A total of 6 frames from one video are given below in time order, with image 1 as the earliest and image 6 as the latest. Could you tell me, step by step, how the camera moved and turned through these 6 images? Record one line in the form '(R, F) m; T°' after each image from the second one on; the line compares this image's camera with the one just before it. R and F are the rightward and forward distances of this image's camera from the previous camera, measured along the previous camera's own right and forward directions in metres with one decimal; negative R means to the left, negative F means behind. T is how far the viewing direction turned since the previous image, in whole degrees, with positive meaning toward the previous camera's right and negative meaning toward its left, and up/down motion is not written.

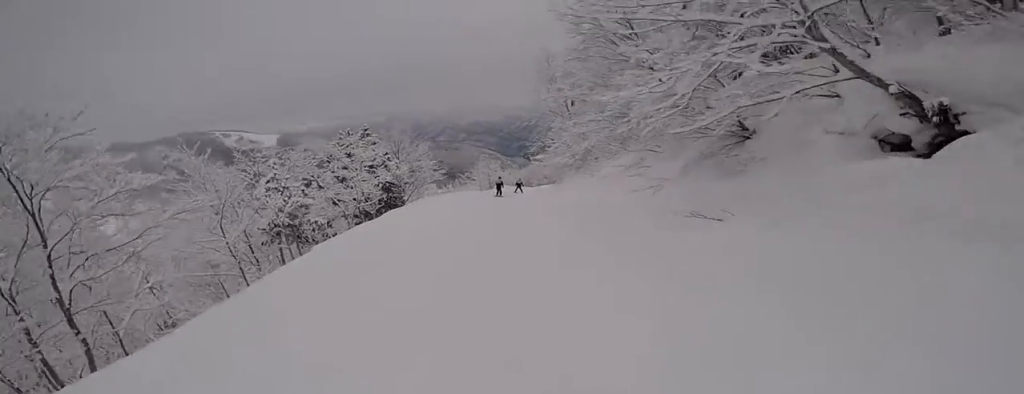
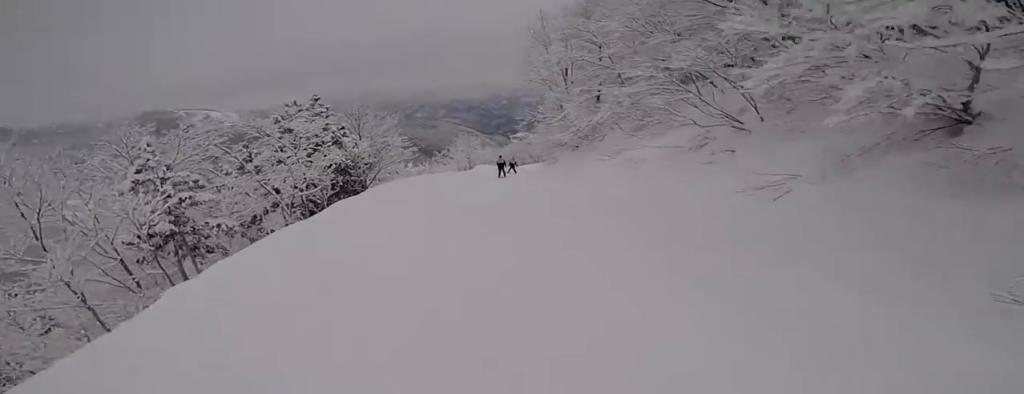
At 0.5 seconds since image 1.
(-0.4, +4.9) m; +5°
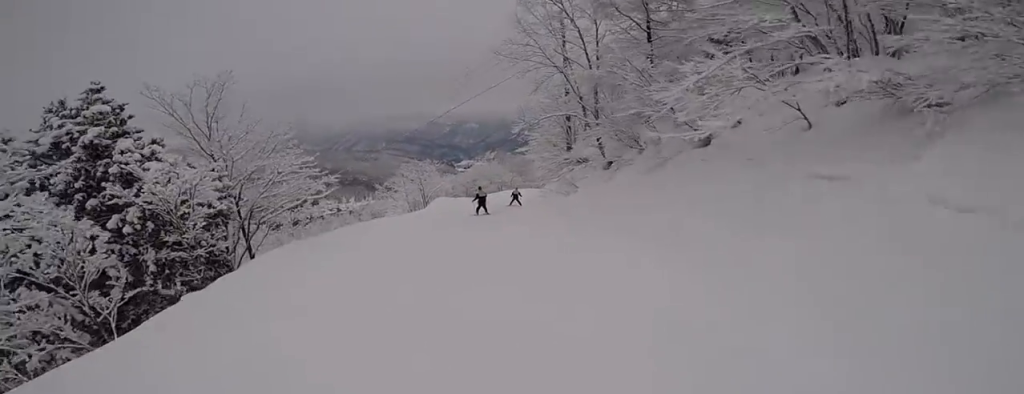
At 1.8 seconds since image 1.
(+1.9, +11.7) m; +11°
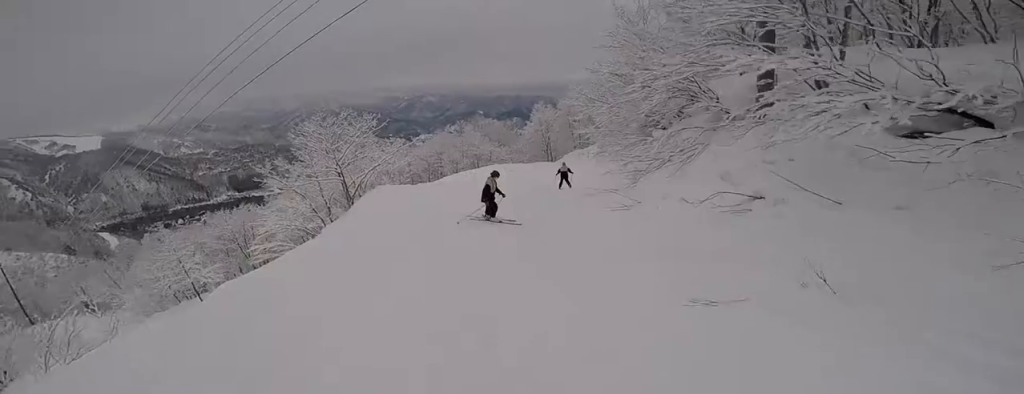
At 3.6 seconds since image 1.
(+0.3, +15.7) m; +9°
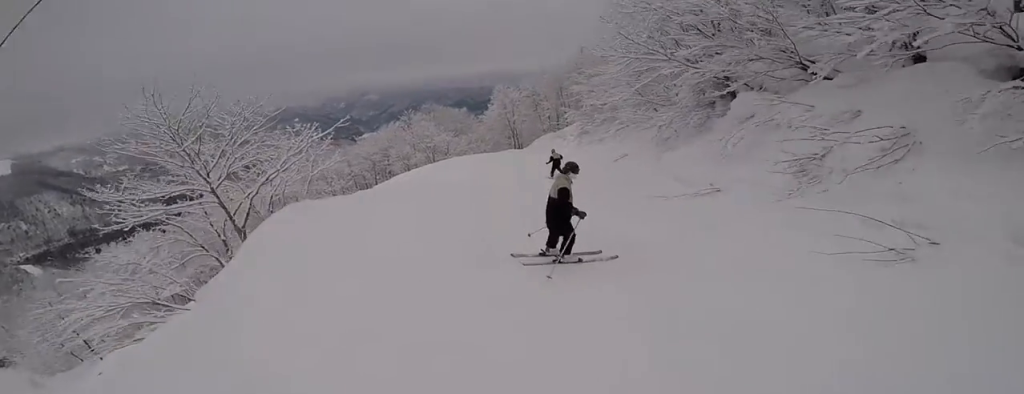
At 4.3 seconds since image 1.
(+0.3, +5.5) m; +6°
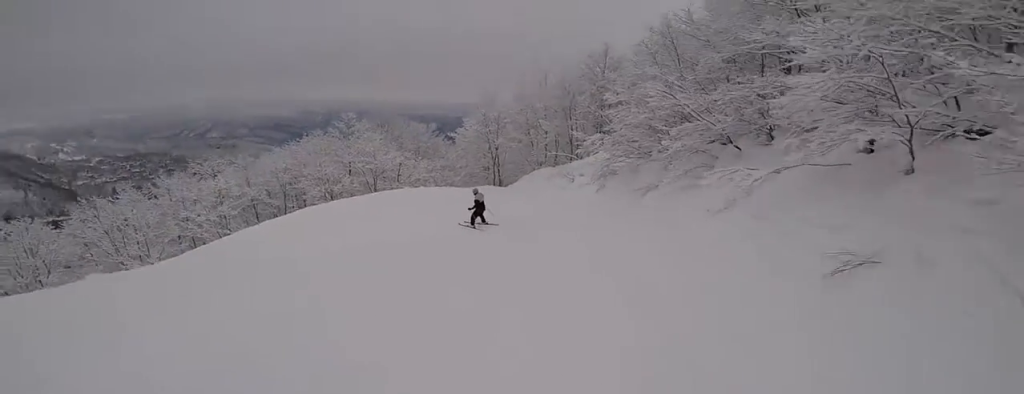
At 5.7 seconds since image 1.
(+1.1, +9.9) m; +3°
